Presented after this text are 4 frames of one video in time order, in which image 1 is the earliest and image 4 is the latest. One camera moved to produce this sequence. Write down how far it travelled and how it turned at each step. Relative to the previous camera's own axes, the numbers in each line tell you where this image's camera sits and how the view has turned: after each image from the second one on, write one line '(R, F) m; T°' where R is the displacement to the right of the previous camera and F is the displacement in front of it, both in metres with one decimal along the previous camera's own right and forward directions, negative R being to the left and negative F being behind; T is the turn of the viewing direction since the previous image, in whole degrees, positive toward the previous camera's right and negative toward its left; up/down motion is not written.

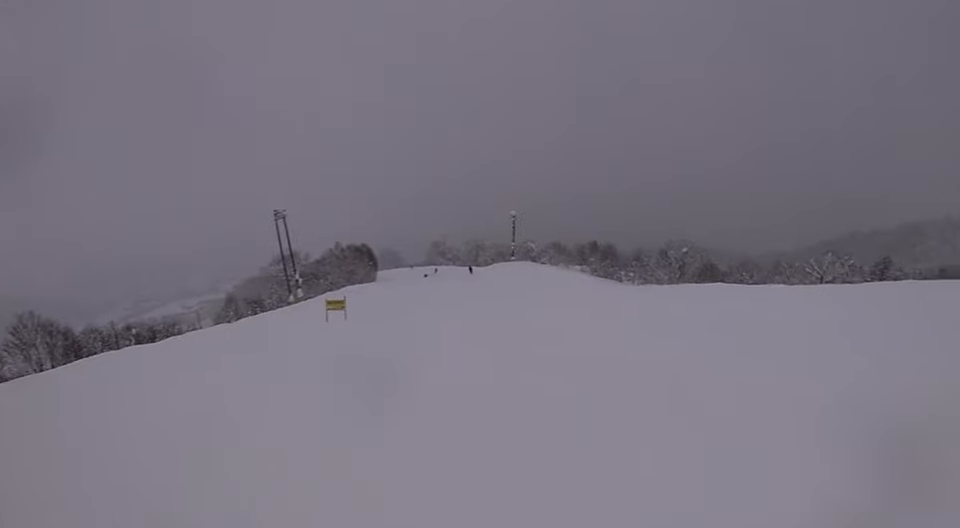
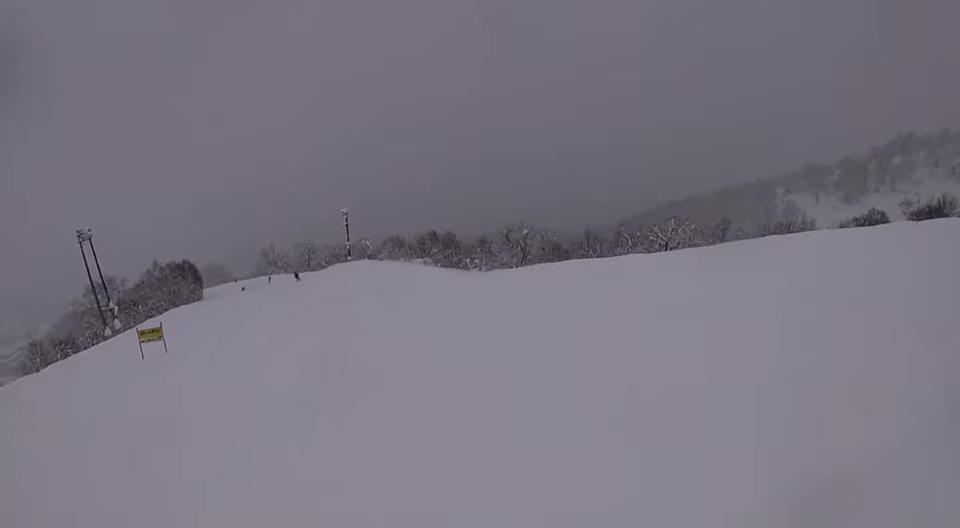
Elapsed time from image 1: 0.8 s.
(+0.6, +4.1) m; +13°
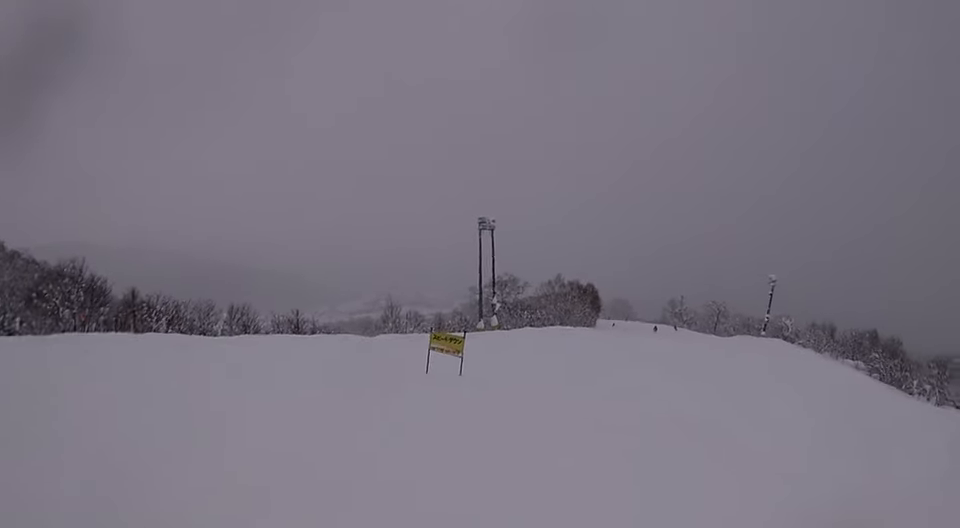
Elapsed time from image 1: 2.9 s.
(-2.5, +10.8) m; -27°
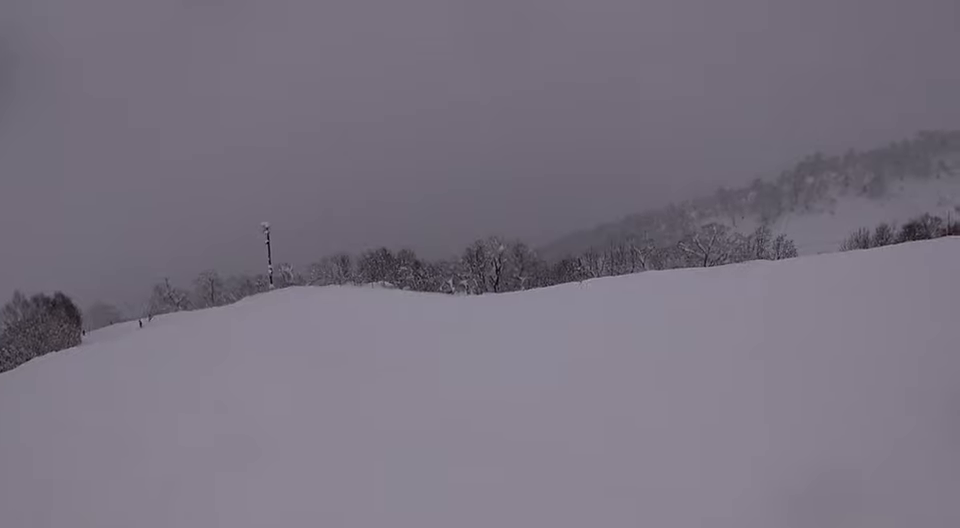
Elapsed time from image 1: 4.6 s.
(+1.6, +8.0) m; +33°
